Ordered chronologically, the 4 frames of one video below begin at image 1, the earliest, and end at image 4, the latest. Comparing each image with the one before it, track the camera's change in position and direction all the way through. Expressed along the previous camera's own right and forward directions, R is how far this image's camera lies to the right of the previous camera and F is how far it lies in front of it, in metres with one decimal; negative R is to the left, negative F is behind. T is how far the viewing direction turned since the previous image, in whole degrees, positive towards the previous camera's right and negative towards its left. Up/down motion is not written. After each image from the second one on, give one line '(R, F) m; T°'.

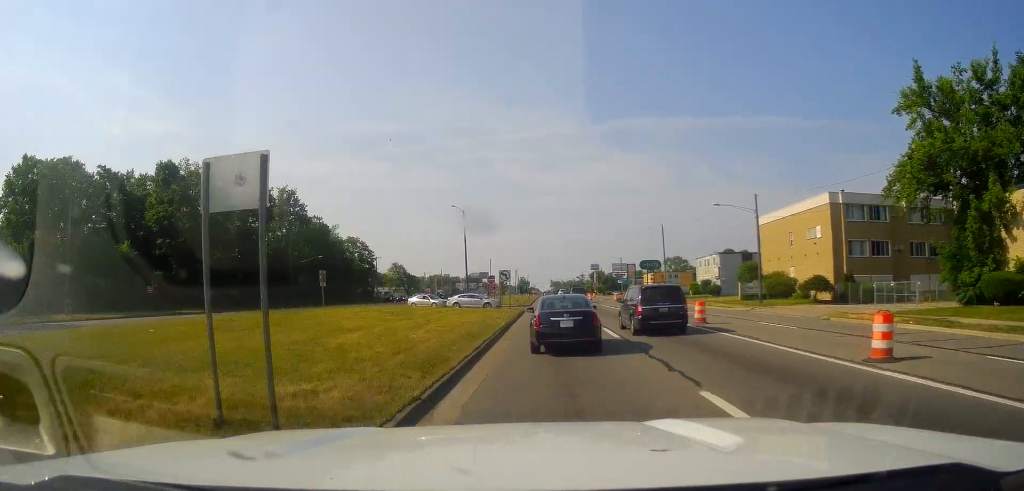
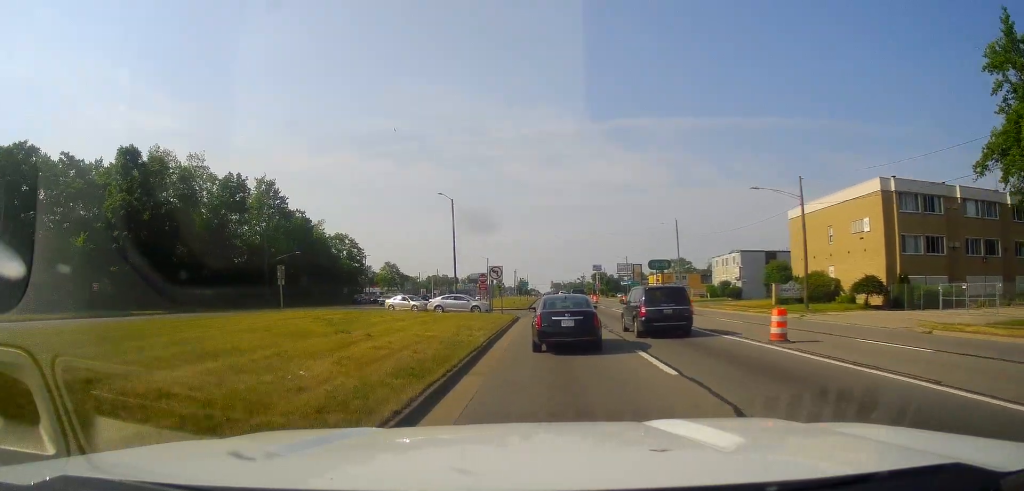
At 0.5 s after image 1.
(+0.2, +8.9) m; -1°
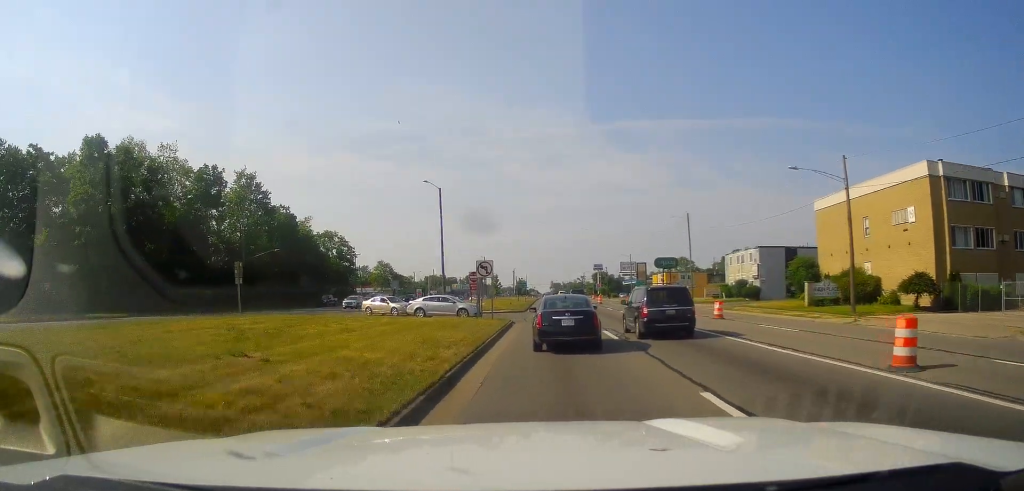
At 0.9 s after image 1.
(-0.3, +6.6) m; 0°
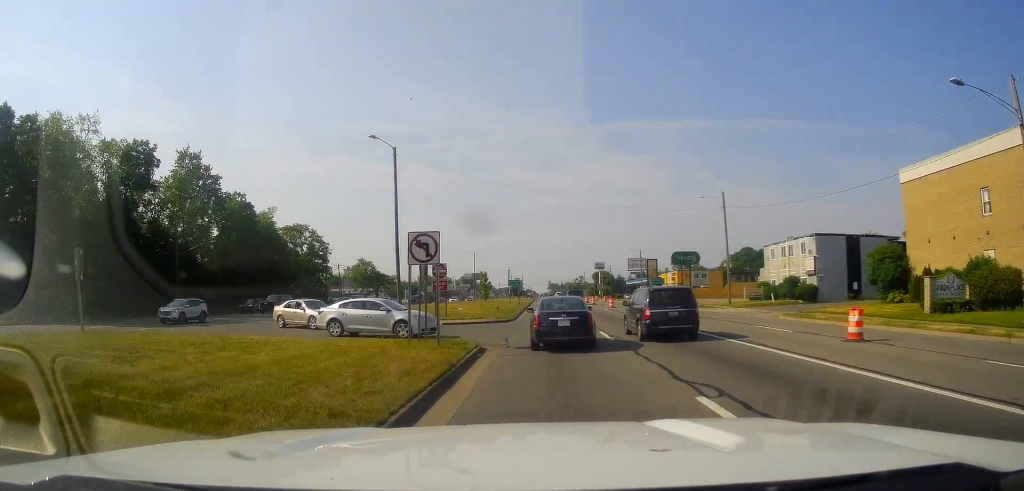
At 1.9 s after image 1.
(-0.2, +15.3) m; +1°
